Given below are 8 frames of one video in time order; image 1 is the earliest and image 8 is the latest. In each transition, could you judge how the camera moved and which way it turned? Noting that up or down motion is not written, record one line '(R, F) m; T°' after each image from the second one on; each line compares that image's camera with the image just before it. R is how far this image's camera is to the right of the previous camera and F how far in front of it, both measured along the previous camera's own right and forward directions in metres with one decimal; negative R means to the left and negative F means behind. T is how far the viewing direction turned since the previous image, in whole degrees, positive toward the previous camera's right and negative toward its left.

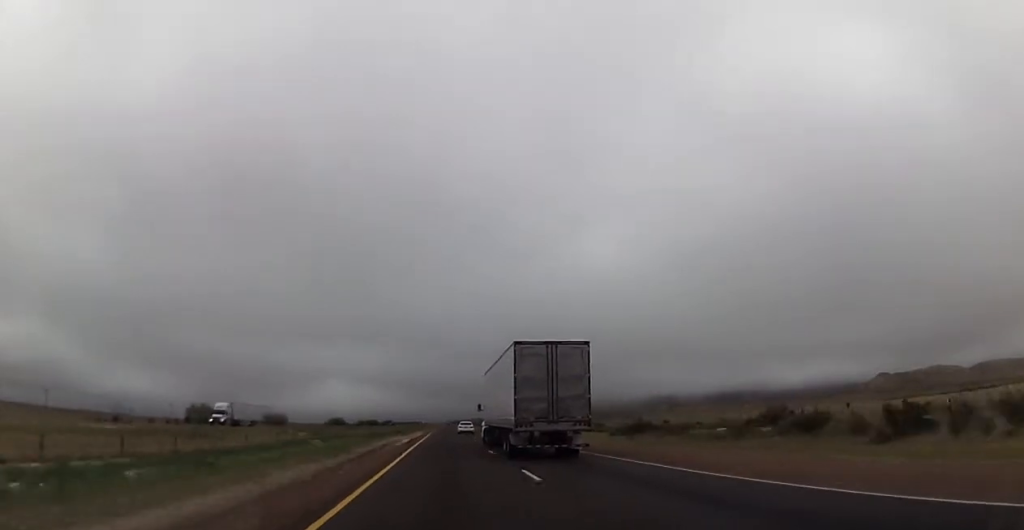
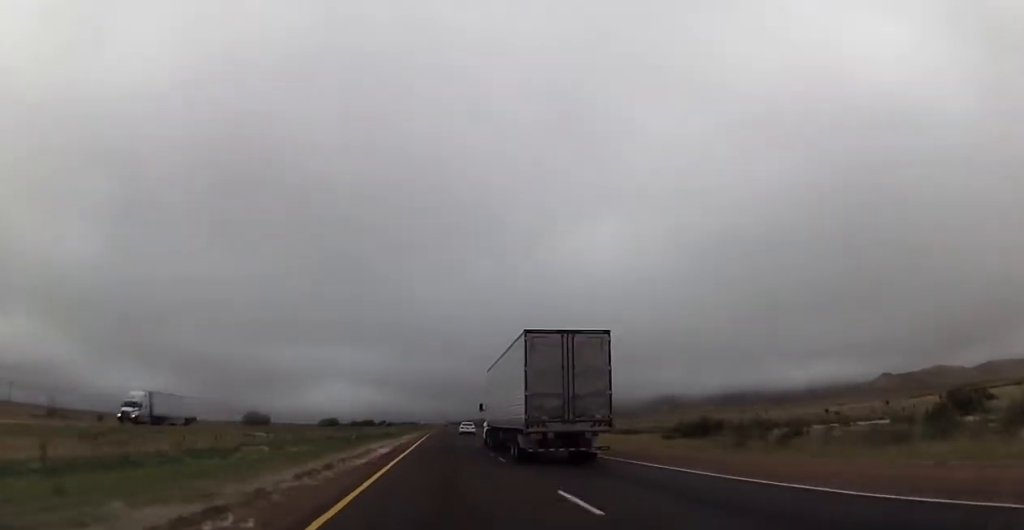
(0.0, +17.8) m; 0°
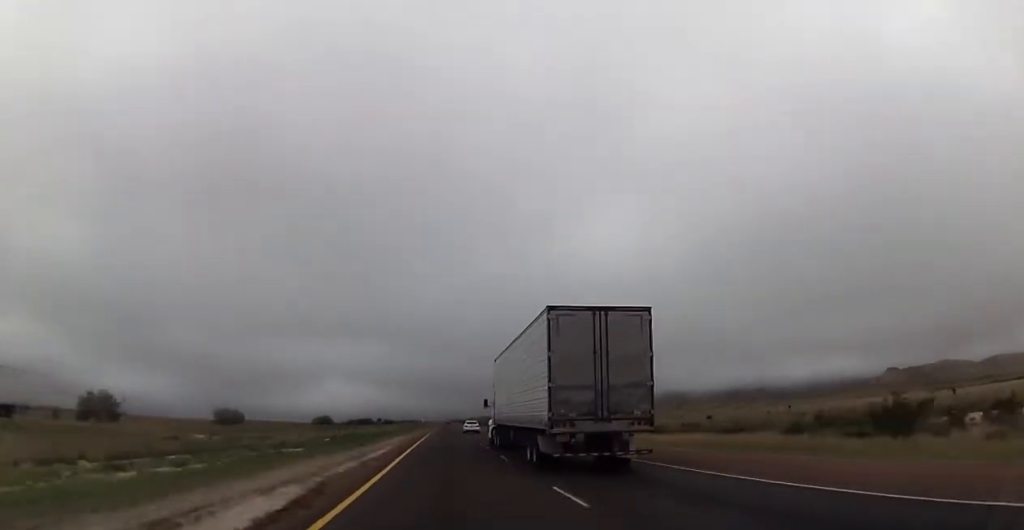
(+0.1, +23.8) m; -1°
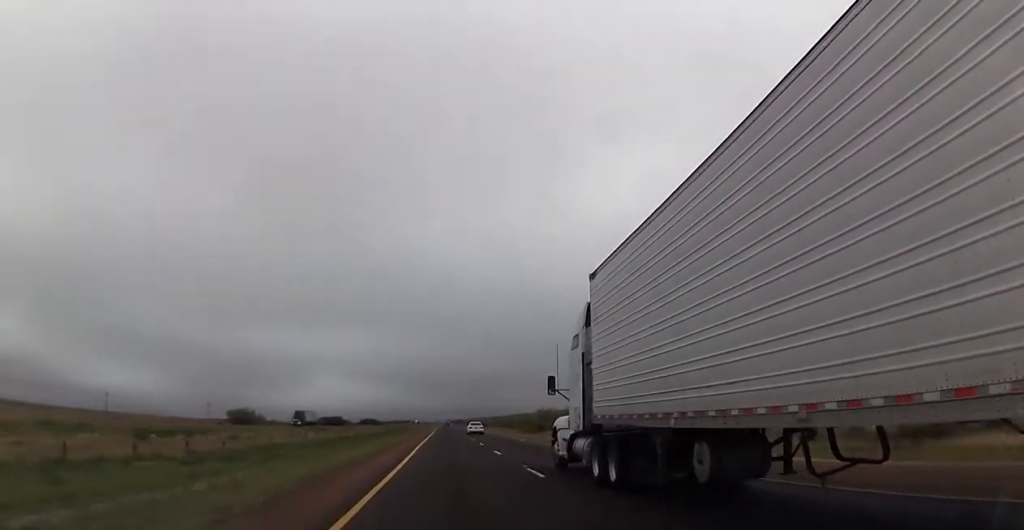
(+0.6, +115.8) m; +1°
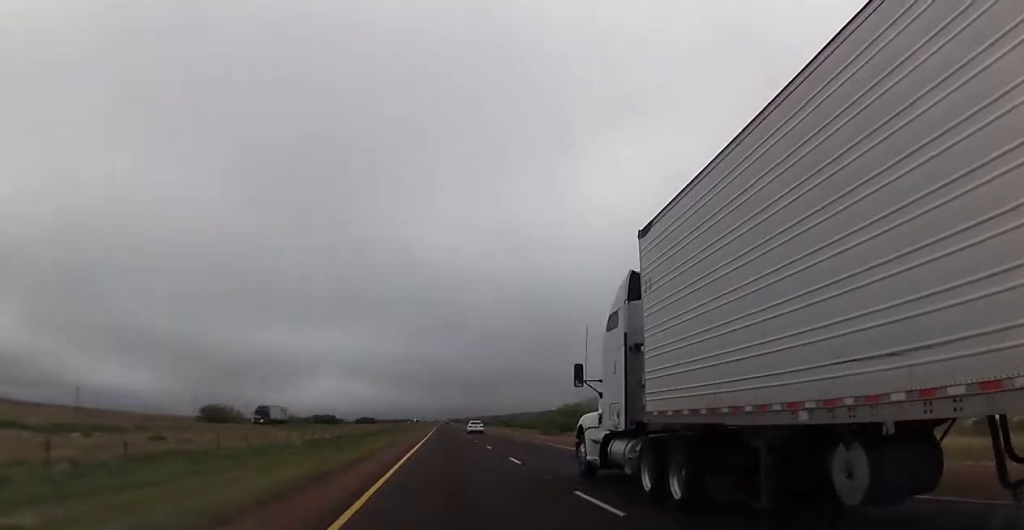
(0.0, +19.1) m; 0°
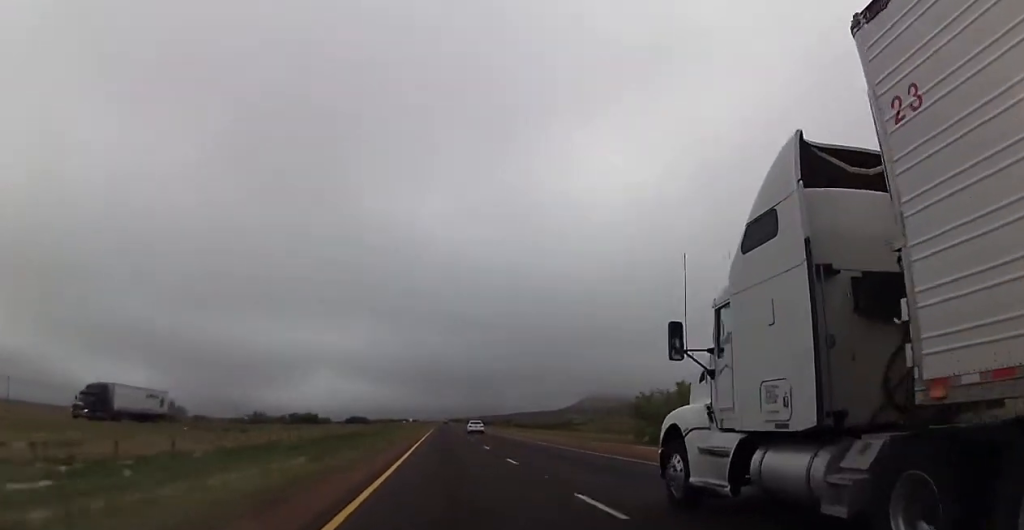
(0.0, +37.1) m; 0°
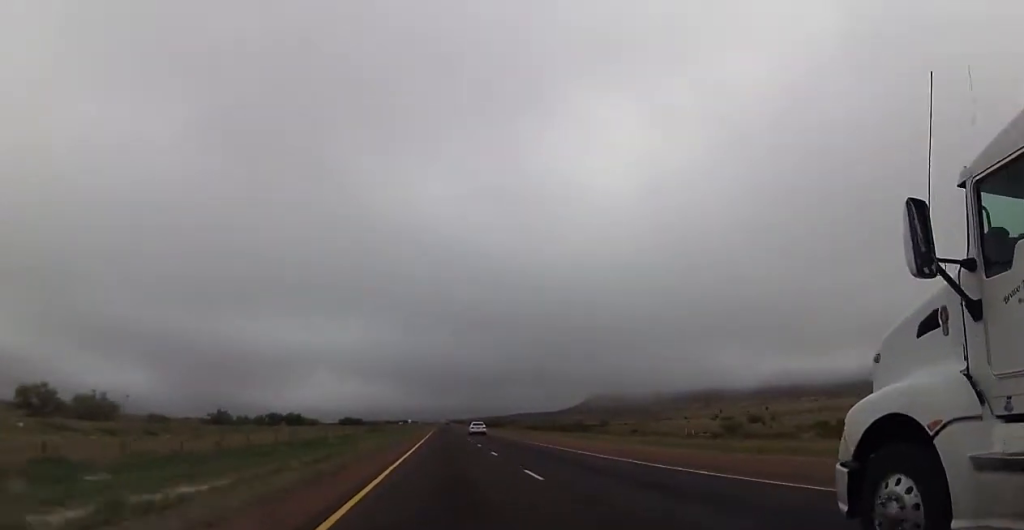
(-0.1, +29.8) m; 0°
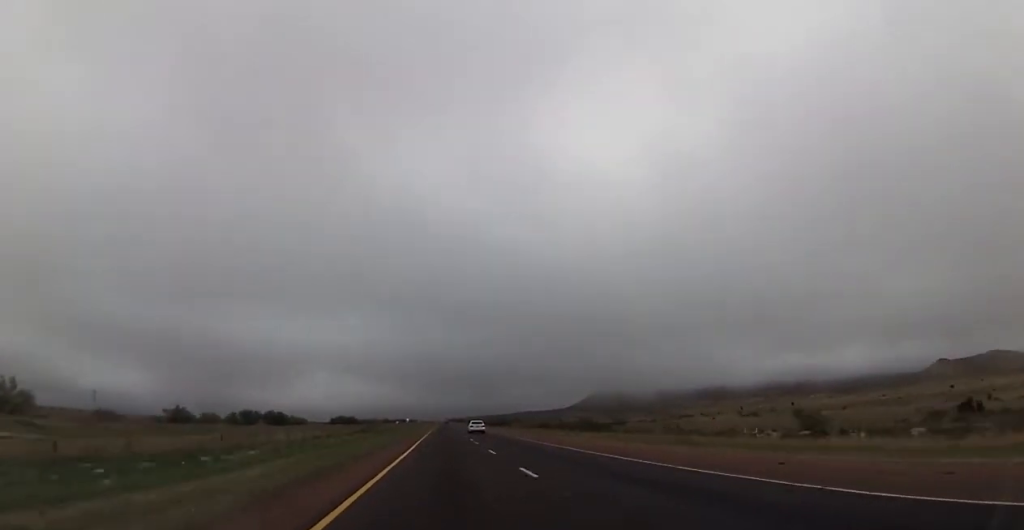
(0.0, +23.9) m; 0°
